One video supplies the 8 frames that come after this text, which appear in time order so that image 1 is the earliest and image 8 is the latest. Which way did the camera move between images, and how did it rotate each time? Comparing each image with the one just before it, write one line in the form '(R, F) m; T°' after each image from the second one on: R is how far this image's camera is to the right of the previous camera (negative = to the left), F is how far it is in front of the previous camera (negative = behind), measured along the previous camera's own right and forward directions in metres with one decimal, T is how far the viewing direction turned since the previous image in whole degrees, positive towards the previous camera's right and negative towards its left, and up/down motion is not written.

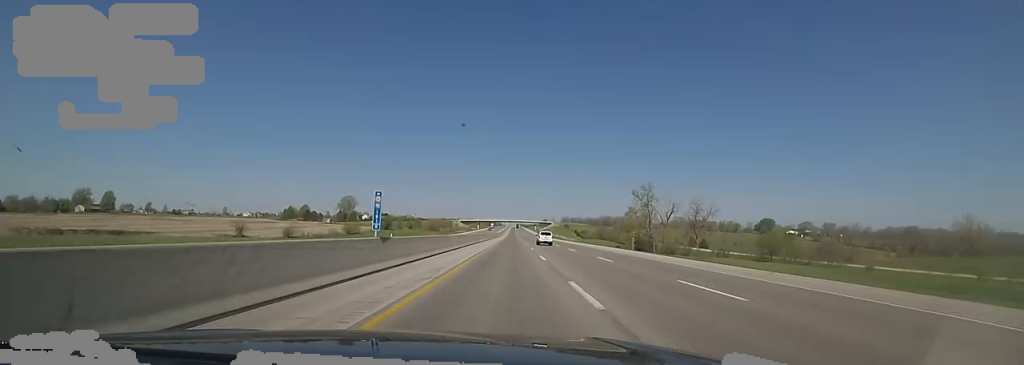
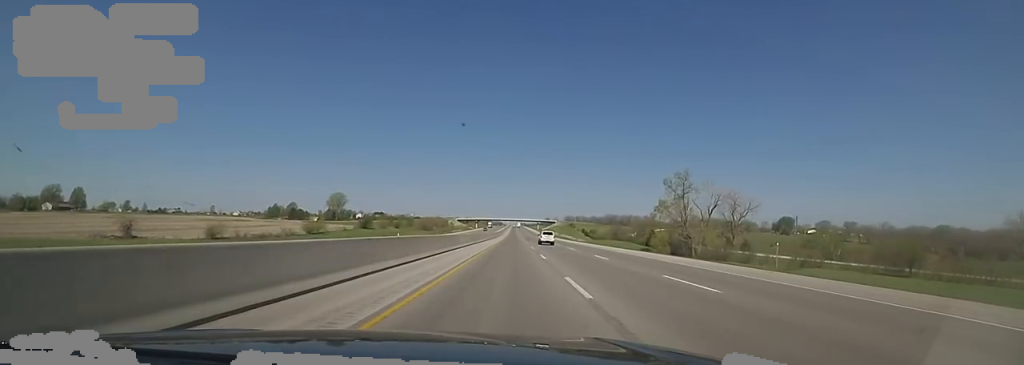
(-0.3, +29.1) m; -1°
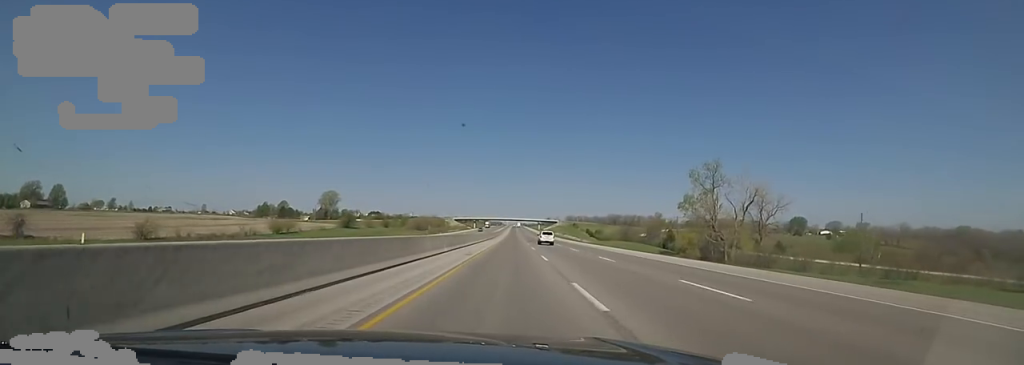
(-0.3, +16.9) m; -1°
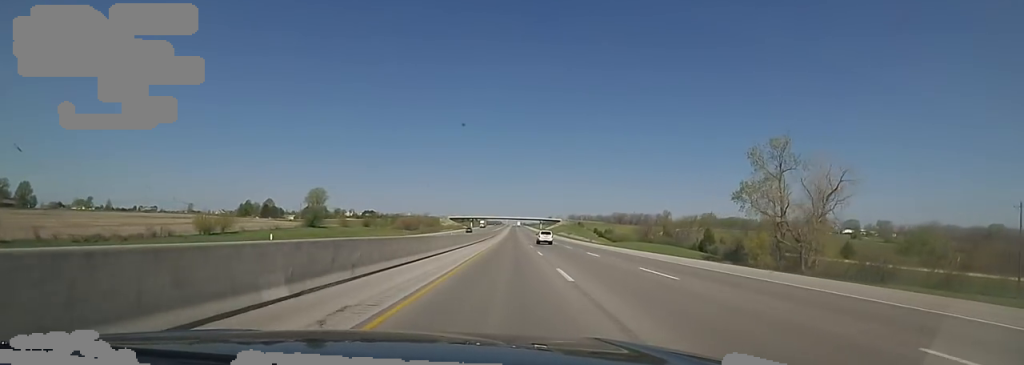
(0.0, +25.2) m; 0°
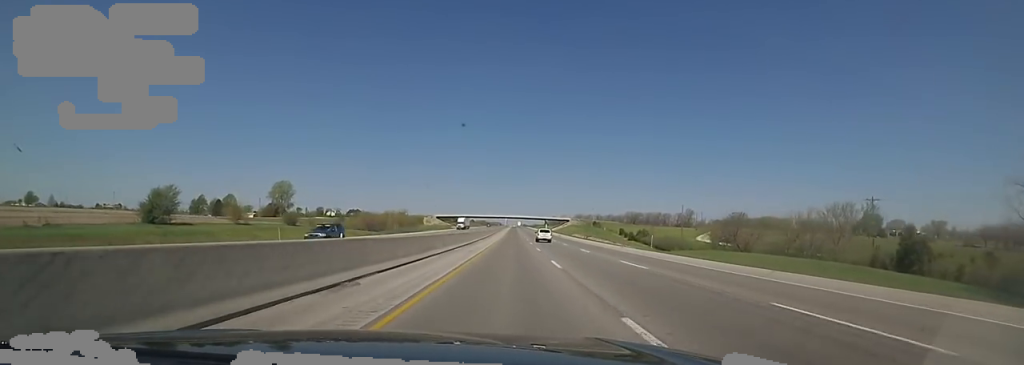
(0.0, +56.5) m; 0°
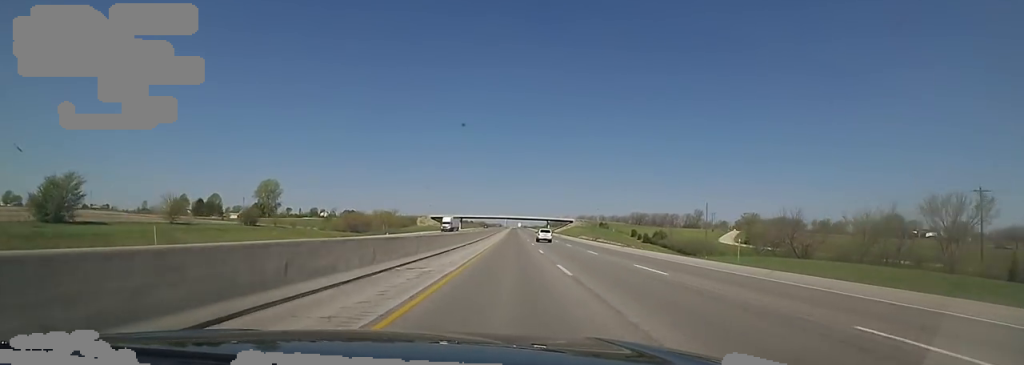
(+0.1, +18.1) m; 0°
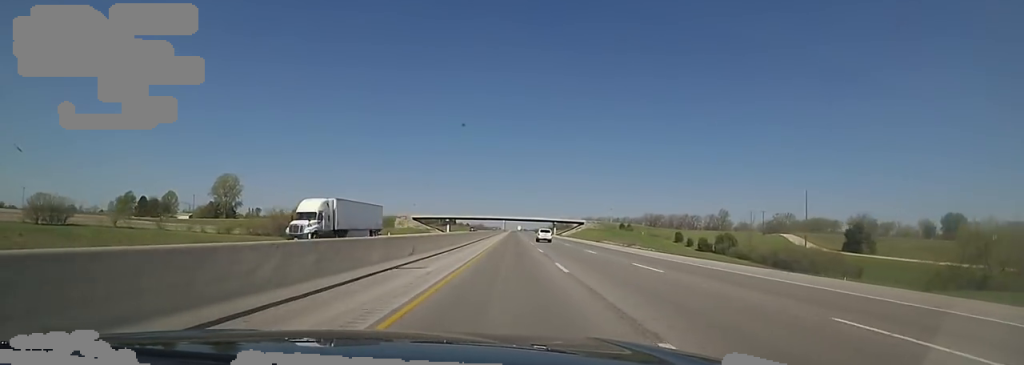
(-0.4, +44.8) m; 0°
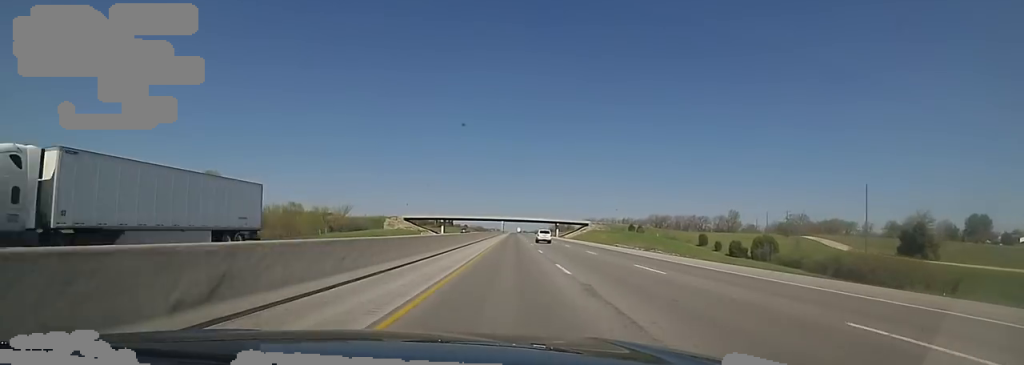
(+0.2, +15.7) m; 0°
